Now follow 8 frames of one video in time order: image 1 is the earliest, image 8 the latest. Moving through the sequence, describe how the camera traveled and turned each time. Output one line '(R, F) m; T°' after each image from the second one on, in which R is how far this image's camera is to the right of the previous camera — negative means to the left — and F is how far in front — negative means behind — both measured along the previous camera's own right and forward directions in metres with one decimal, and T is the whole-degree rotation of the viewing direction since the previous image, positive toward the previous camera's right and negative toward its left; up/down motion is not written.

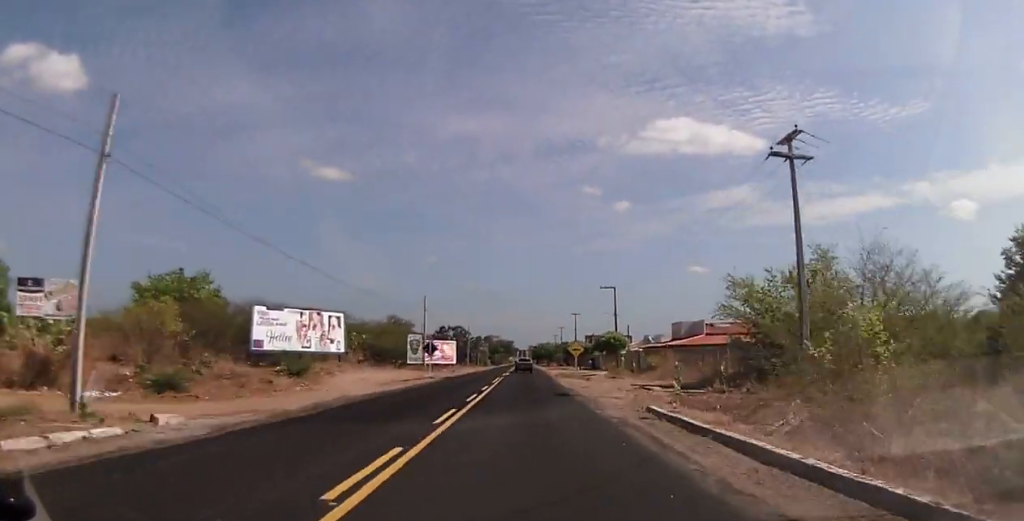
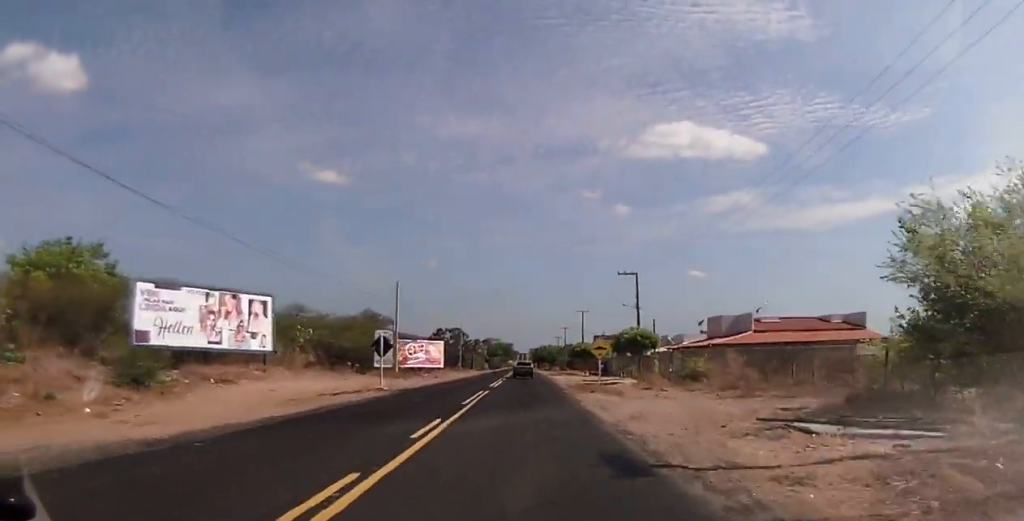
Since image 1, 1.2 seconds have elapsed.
(-0.3, +18.0) m; 0°
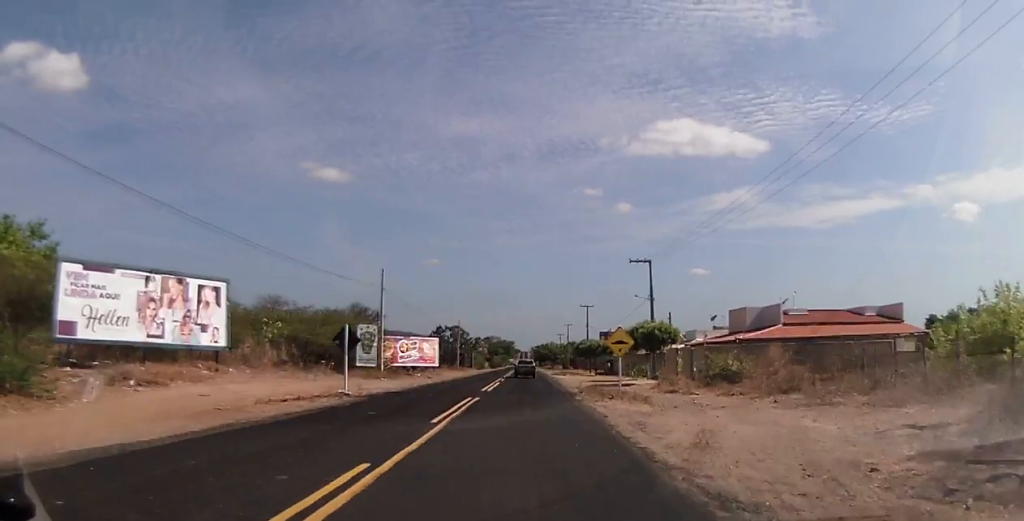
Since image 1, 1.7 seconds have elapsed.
(+0.2, +7.6) m; +1°
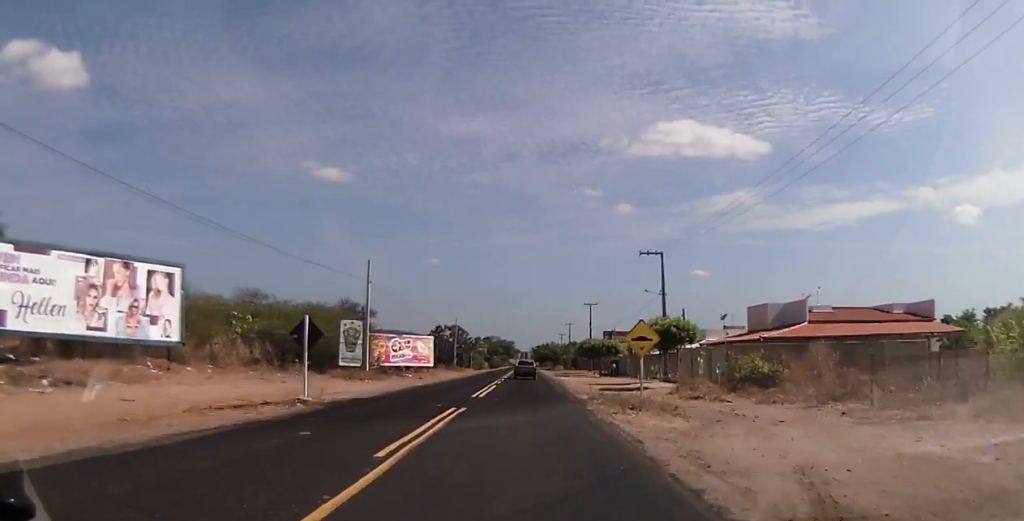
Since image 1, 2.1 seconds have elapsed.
(0.0, +5.7) m; 0°
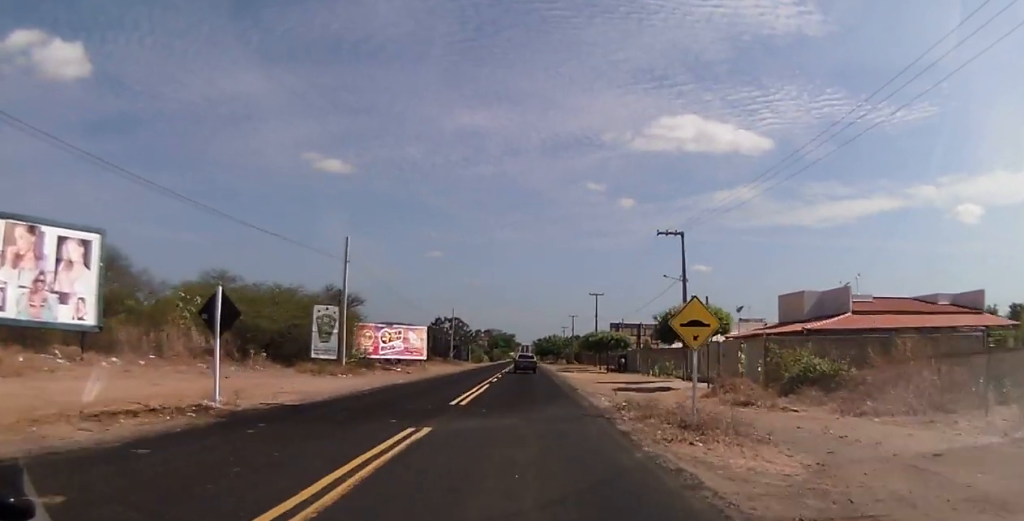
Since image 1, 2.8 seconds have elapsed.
(-0.1, +8.2) m; -1°
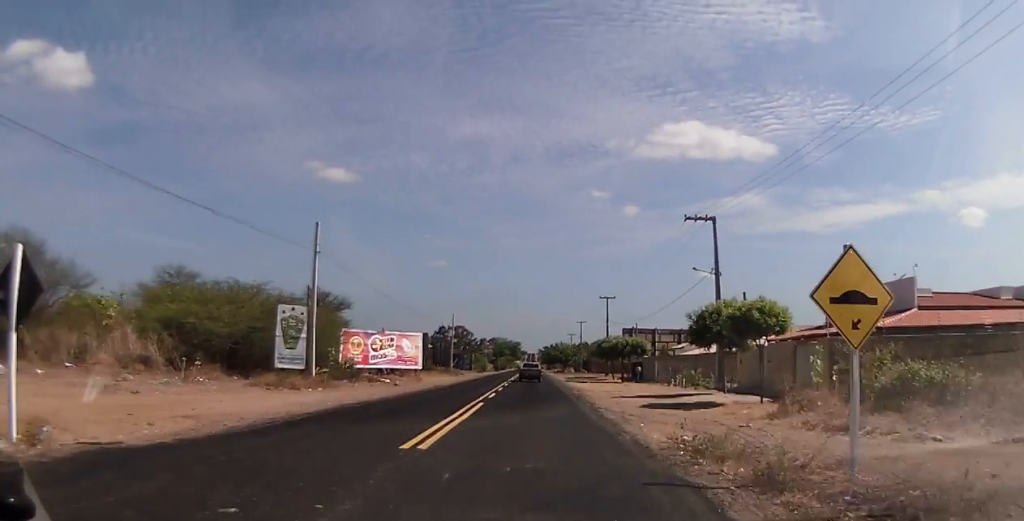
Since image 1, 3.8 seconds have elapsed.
(0.0, +10.0) m; +2°
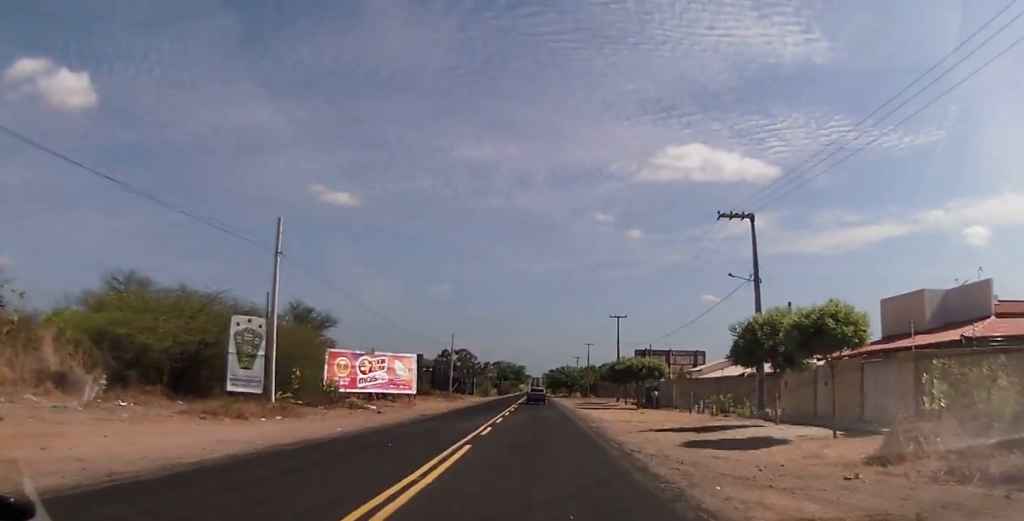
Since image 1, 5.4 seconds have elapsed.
(+0.3, +11.1) m; -2°
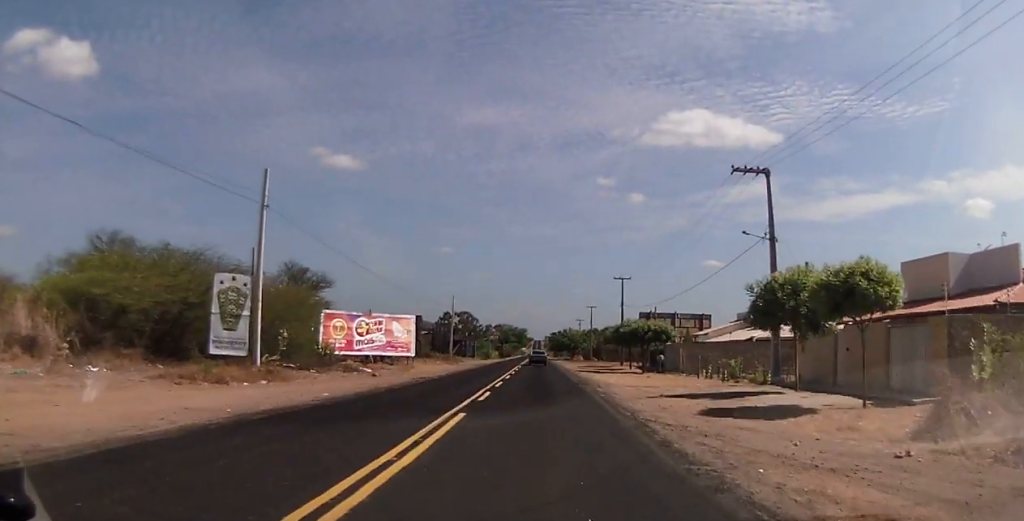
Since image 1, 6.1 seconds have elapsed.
(-0.1, +2.7) m; -3°
